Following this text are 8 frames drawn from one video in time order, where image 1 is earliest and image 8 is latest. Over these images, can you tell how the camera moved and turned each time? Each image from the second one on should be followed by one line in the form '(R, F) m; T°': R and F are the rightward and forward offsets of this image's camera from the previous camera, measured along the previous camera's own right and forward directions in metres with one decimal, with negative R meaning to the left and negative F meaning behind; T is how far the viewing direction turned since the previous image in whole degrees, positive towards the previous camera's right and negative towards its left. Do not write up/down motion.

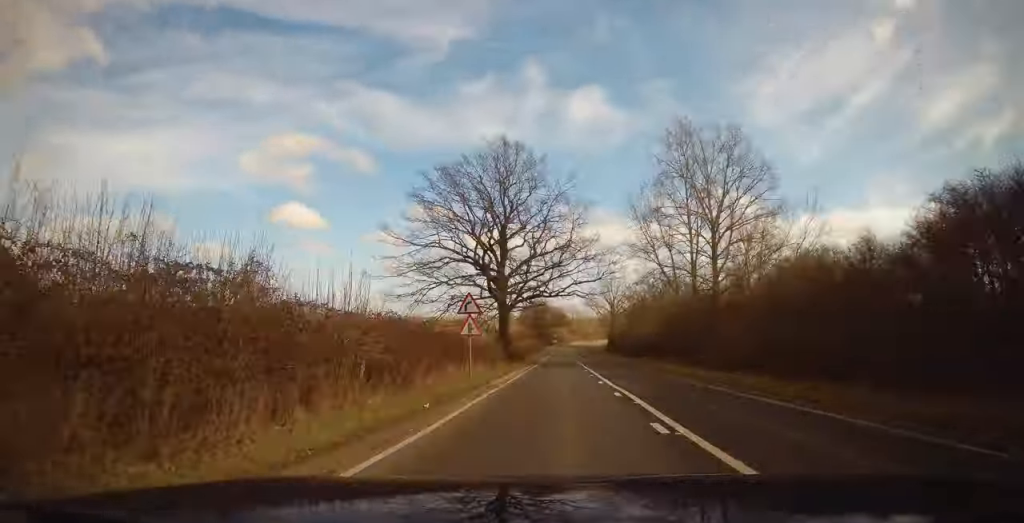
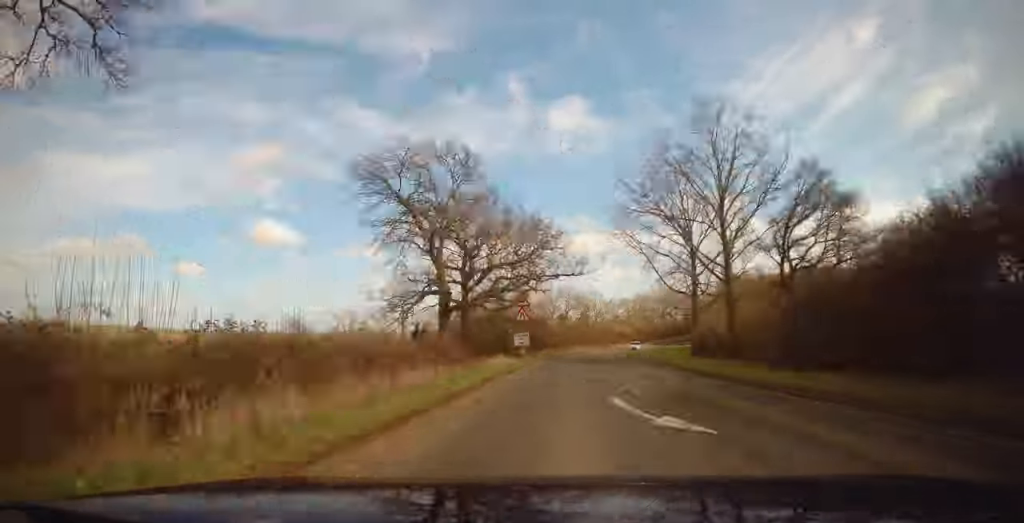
(+2.8, +107.4) m; +8°
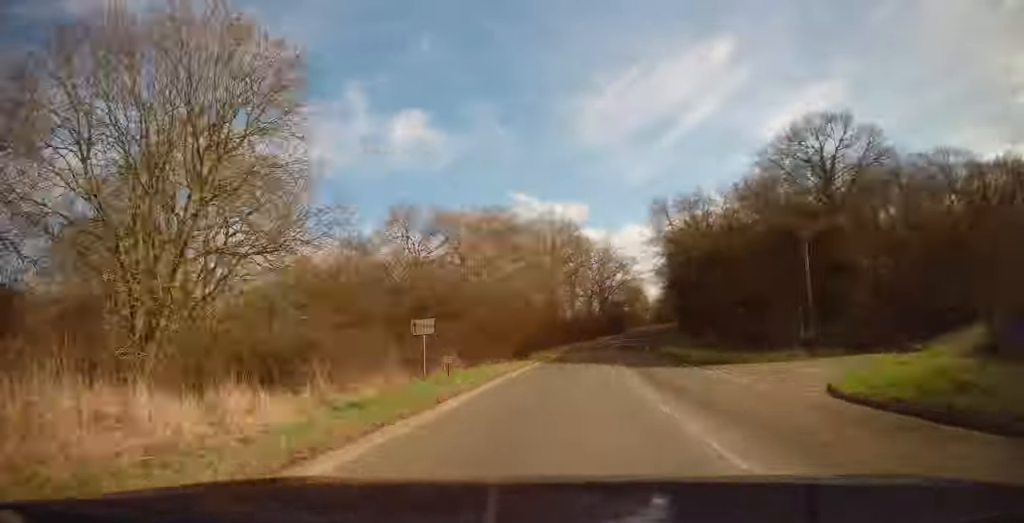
(+10.7, +110.4) m; +9°
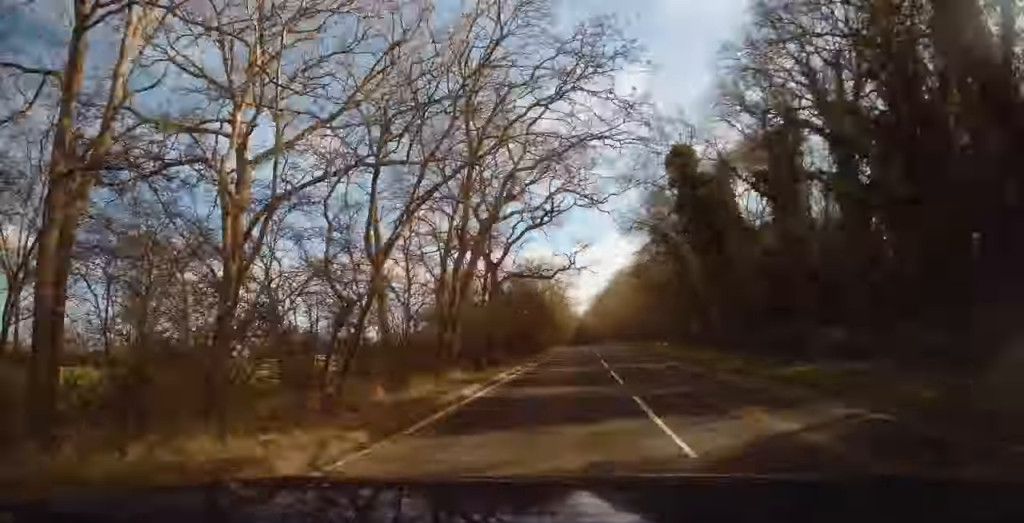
(+4.7, +65.7) m; +5°
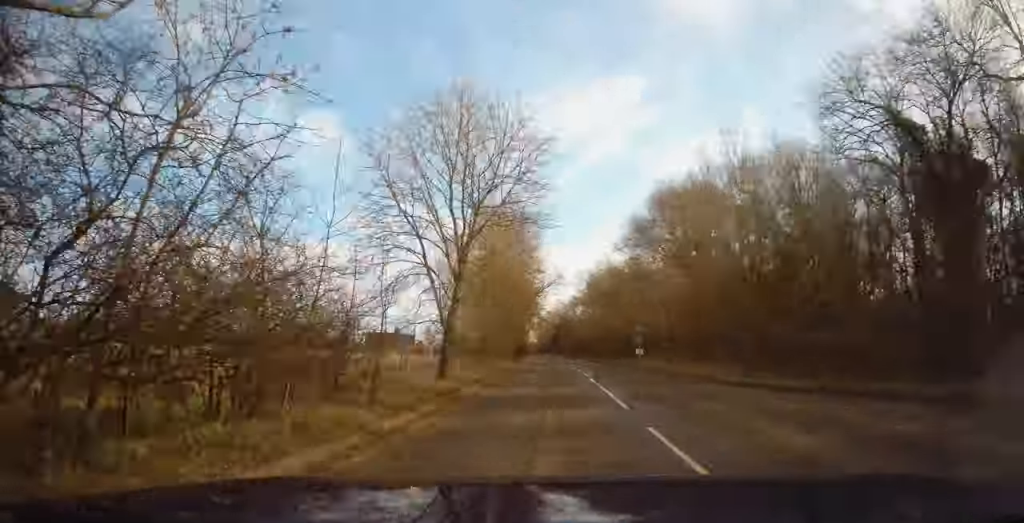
(+3.5, +89.5) m; 0°
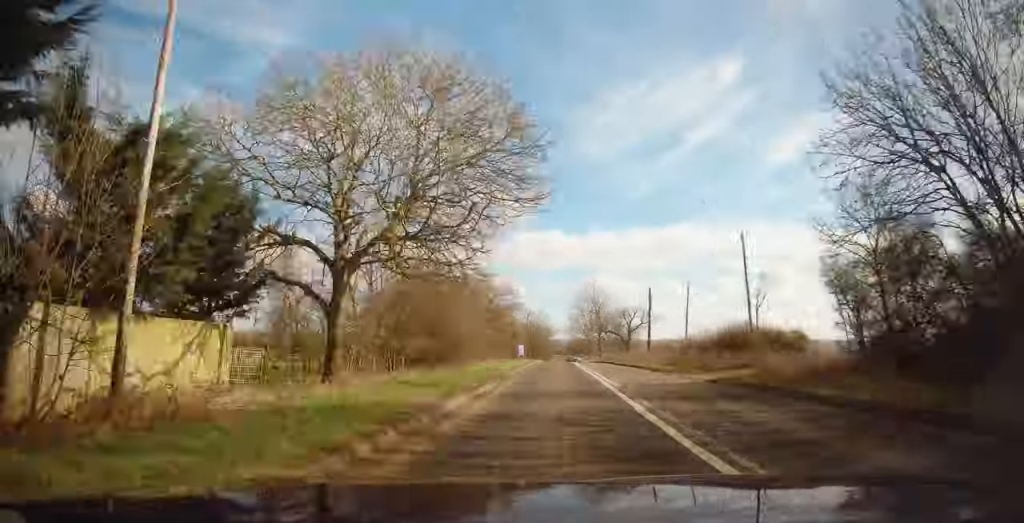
(-9.2, +211.8) m; -5°
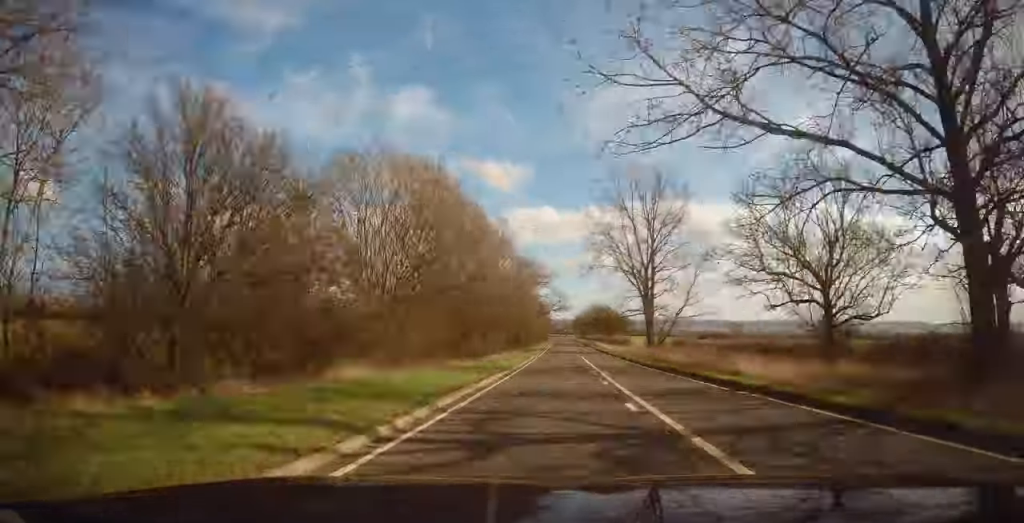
(-2.3, +117.6) m; -1°
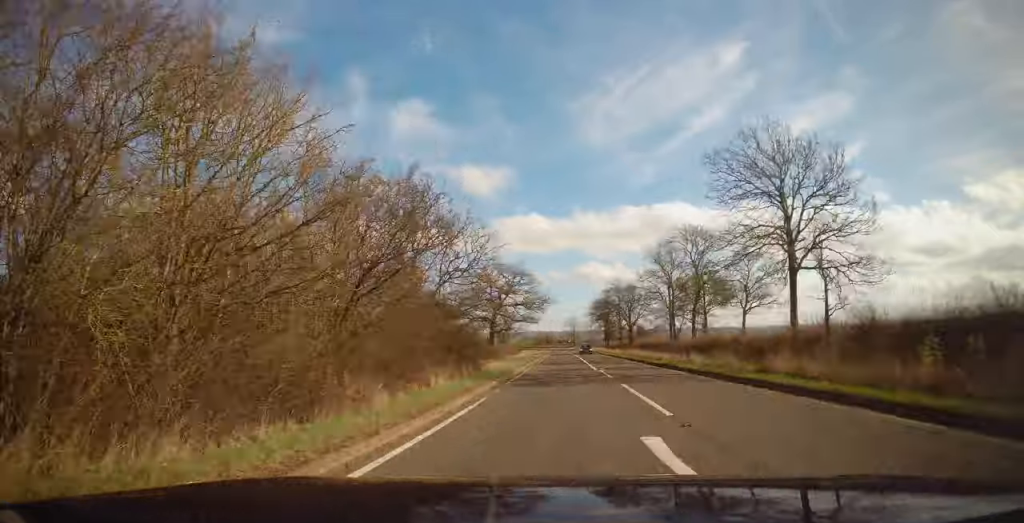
(+0.3, +127.1) m; -2°
